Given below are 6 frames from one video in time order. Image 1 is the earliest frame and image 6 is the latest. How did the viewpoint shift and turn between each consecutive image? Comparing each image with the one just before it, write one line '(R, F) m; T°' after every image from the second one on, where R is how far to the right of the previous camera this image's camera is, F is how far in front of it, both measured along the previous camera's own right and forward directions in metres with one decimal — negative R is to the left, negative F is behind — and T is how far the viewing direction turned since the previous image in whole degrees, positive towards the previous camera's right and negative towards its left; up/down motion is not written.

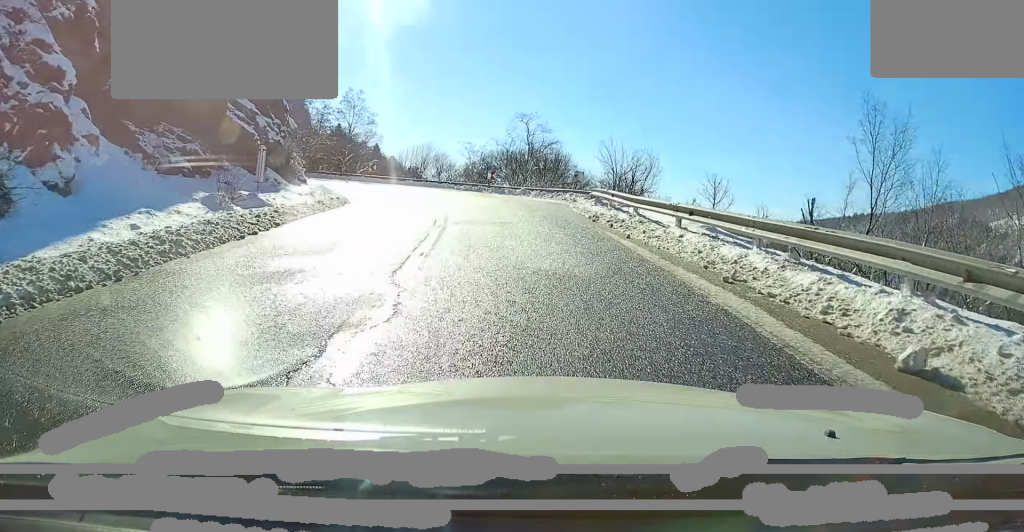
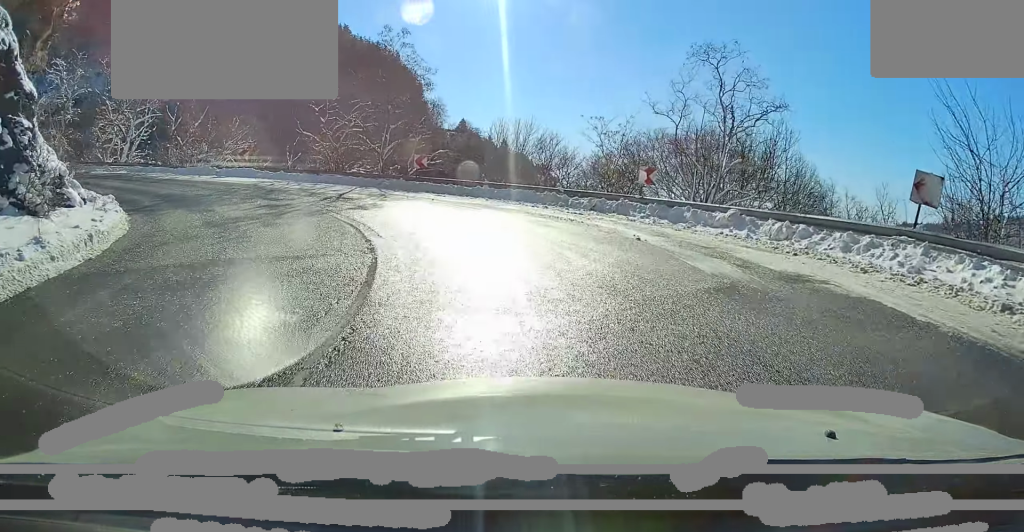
(-3.3, +24.9) m; -20°
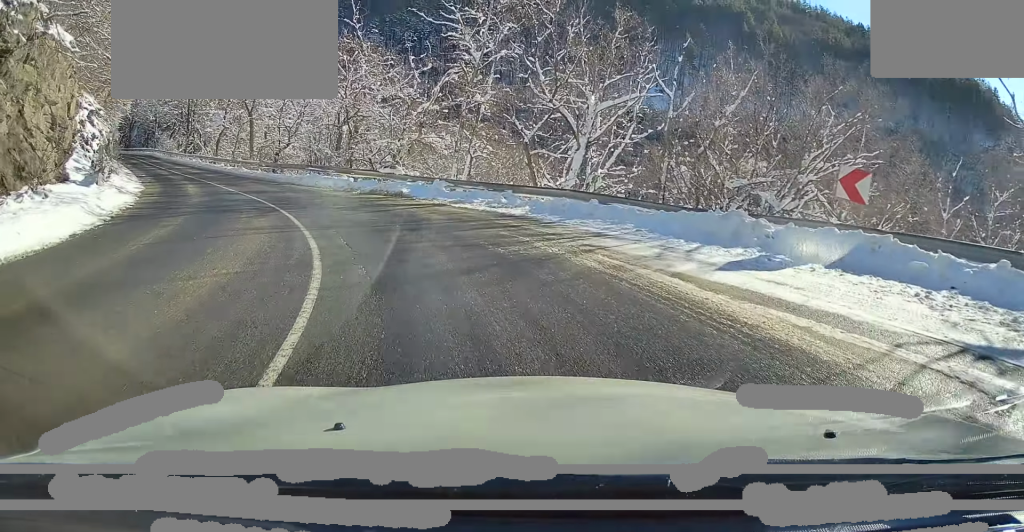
(-11.9, +23.6) m; -57°
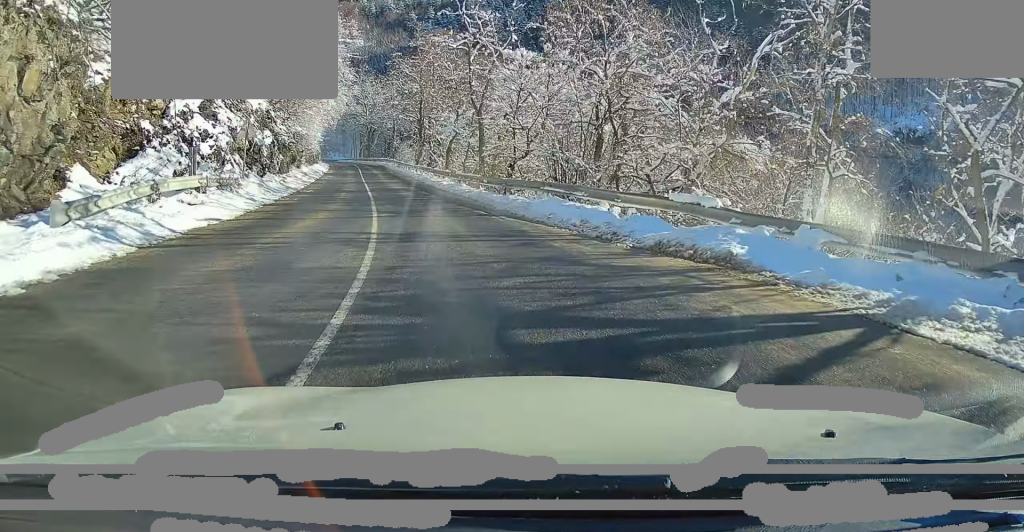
(-2.6, +14.0) m; -14°
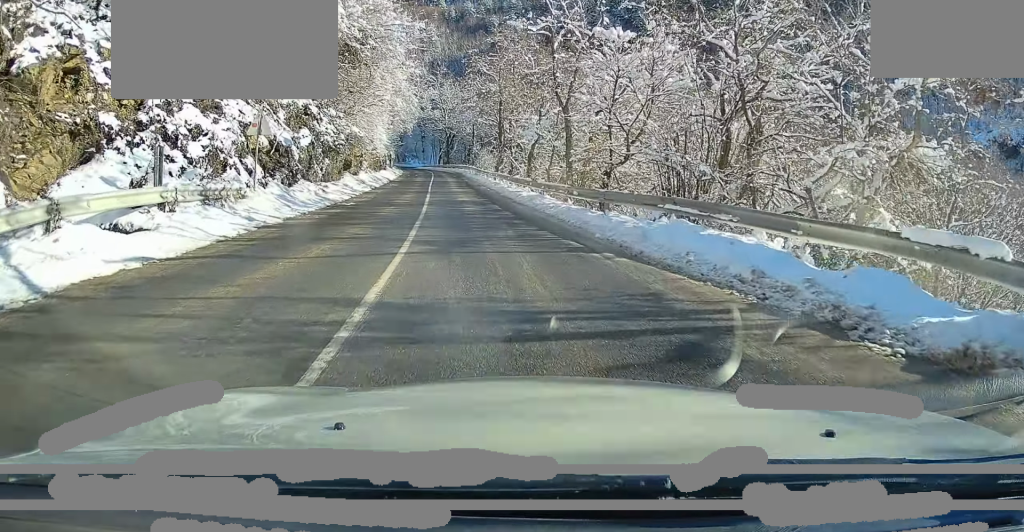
(-0.3, +6.6) m; -3°
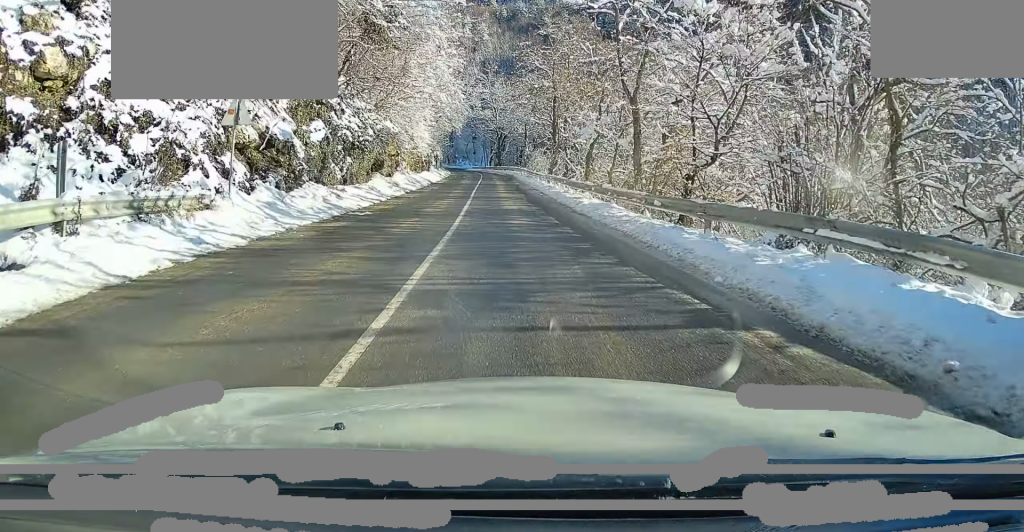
(-0.1, +5.2) m; -2°
